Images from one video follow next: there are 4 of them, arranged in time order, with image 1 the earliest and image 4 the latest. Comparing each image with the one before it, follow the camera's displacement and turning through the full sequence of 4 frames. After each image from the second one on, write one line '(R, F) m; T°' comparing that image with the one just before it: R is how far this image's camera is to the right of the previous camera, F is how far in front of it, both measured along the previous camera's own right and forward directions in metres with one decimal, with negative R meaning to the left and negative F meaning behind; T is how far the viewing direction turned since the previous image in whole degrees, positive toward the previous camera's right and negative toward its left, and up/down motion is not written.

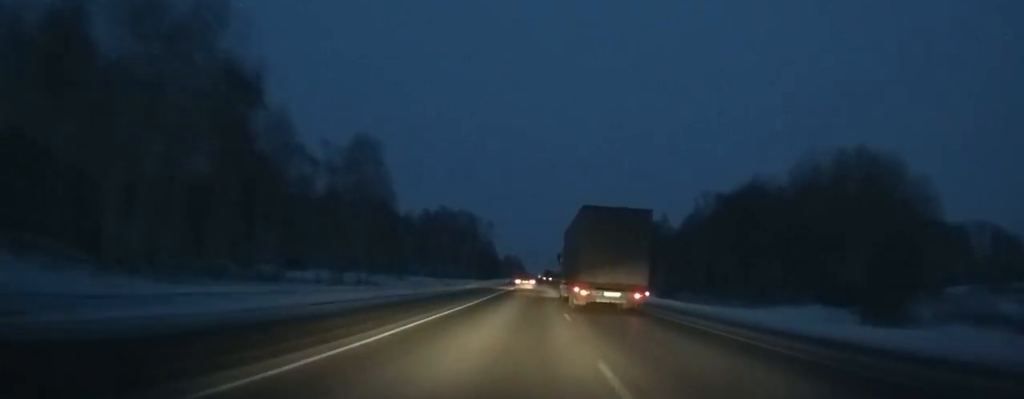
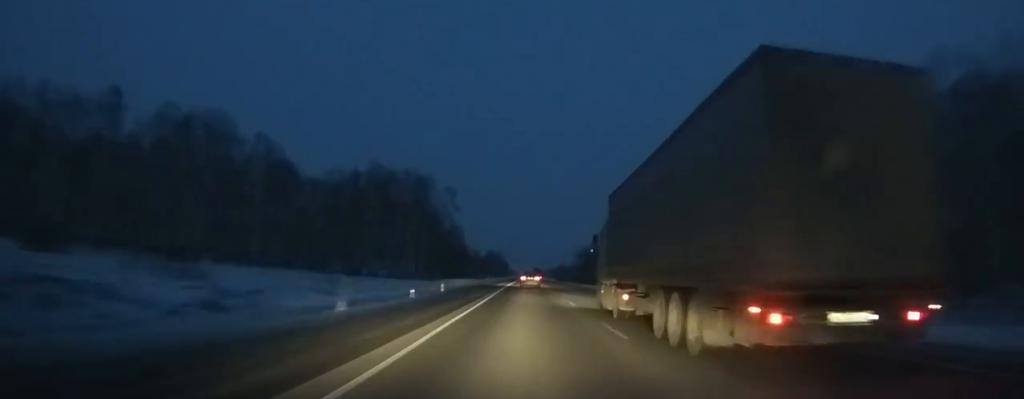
(+0.8, +80.1) m; +1°
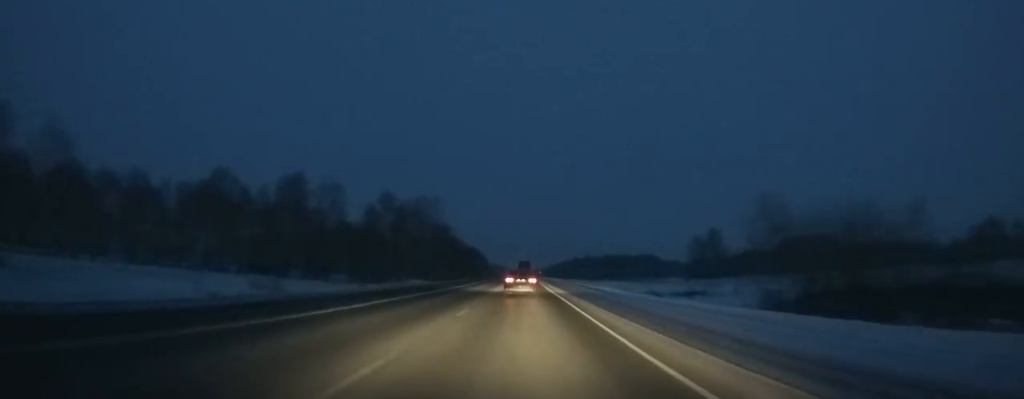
(+4.0, +345.9) m; 0°
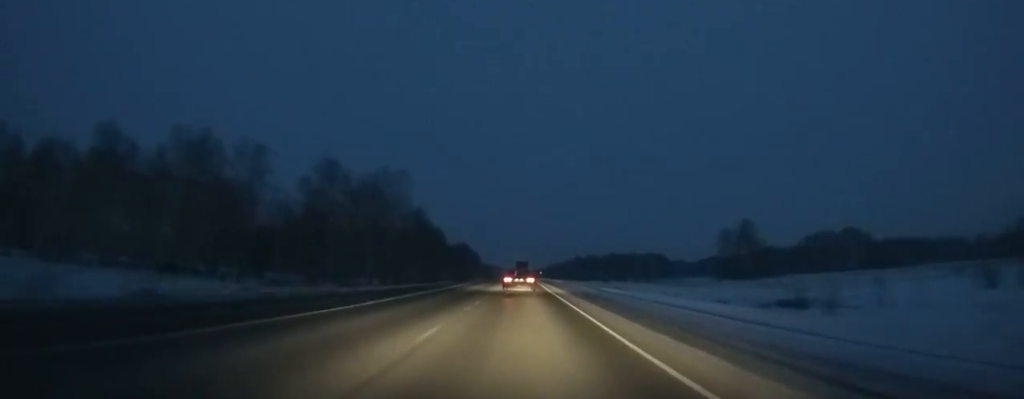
(0.0, +41.2) m; 0°
